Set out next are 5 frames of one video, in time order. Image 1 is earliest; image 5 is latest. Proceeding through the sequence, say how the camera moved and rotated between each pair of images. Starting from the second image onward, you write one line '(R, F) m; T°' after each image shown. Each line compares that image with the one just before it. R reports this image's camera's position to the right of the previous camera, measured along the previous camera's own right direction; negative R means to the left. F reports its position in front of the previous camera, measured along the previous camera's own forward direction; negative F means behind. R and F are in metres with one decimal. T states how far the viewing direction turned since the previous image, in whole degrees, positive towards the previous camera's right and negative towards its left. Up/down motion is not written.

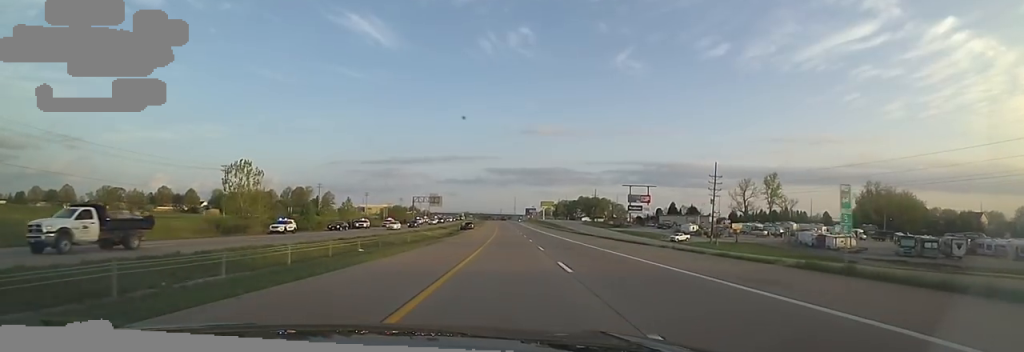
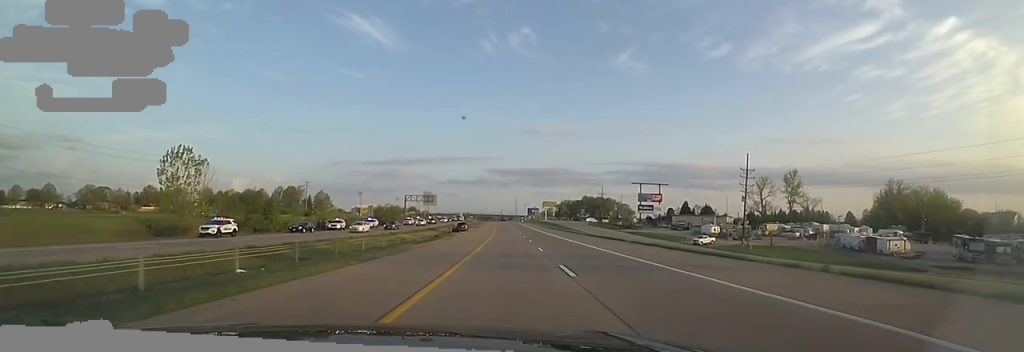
(0.0, +13.7) m; 0°
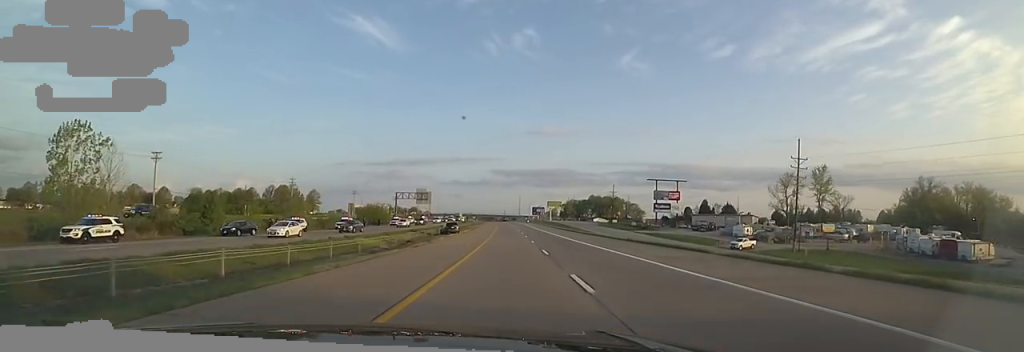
(0.0, +15.7) m; 0°
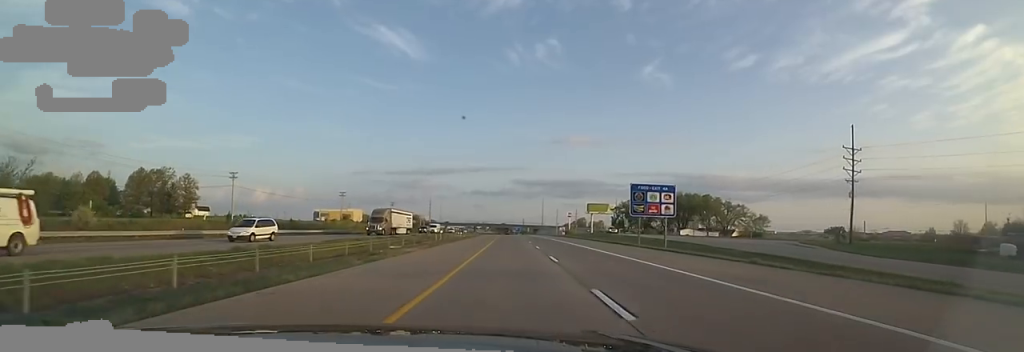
(-1.8, +122.5) m; 0°
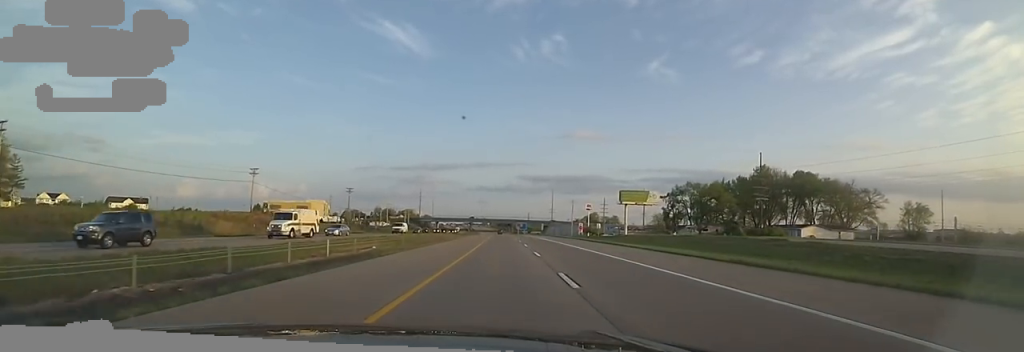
(-2.3, +69.8) m; -3°
